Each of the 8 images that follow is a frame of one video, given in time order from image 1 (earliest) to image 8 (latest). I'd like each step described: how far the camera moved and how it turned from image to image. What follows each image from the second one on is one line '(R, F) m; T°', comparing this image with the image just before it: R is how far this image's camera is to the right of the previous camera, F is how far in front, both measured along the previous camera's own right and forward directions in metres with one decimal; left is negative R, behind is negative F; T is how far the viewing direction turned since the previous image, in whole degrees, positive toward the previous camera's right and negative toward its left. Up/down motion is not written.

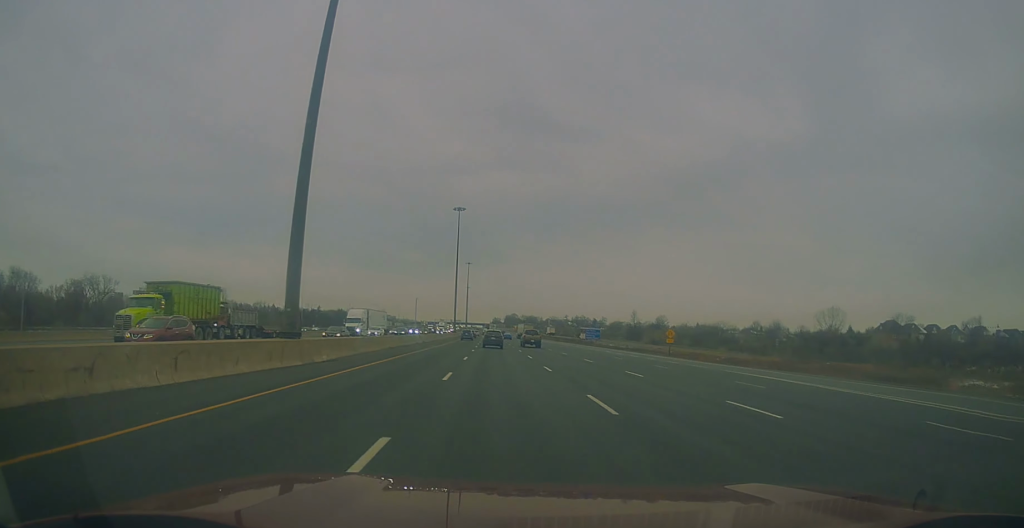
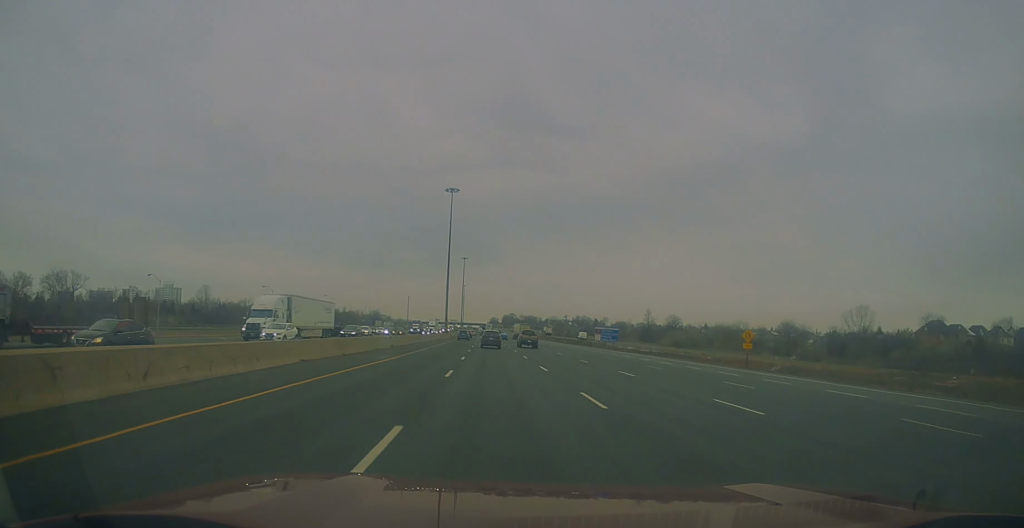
(0.0, +23.3) m; 0°
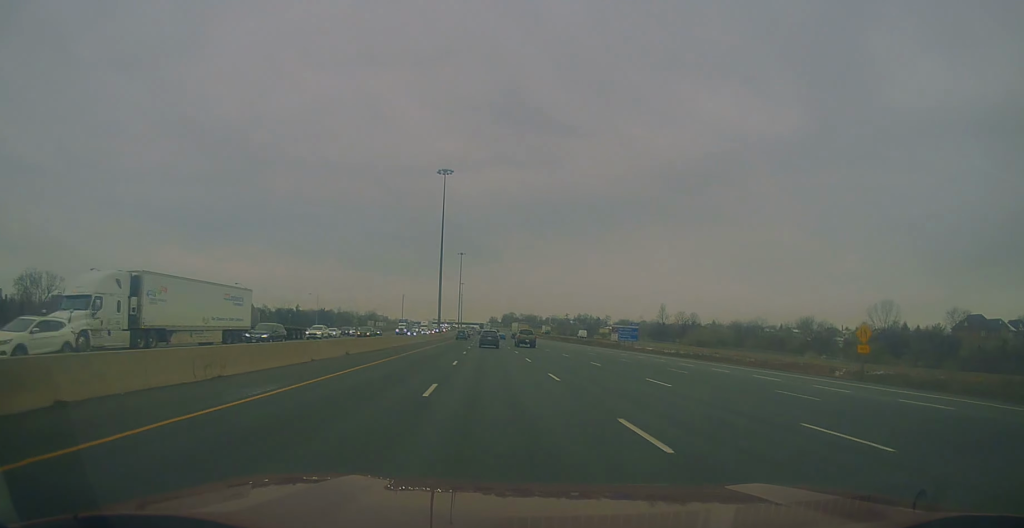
(0.0, +17.3) m; 0°
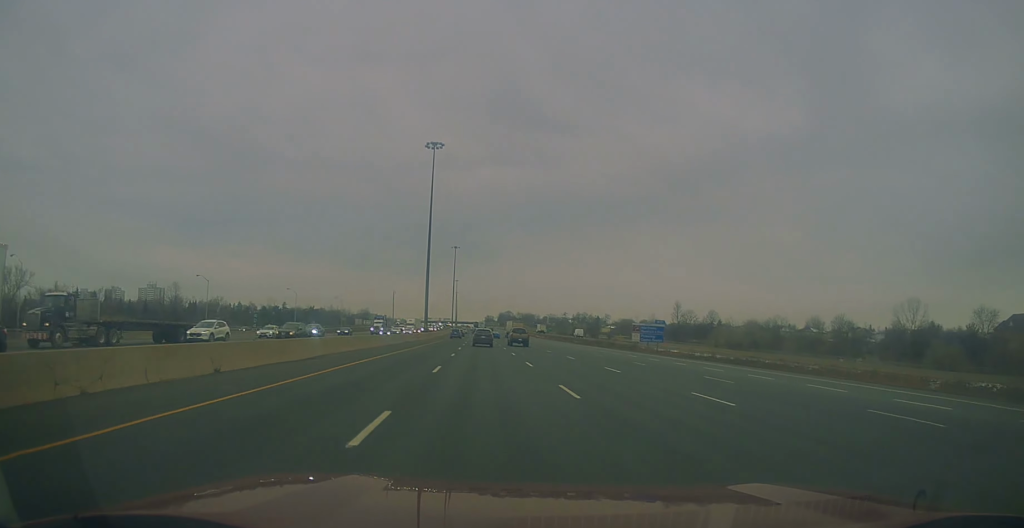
(0.0, +18.4) m; +1°
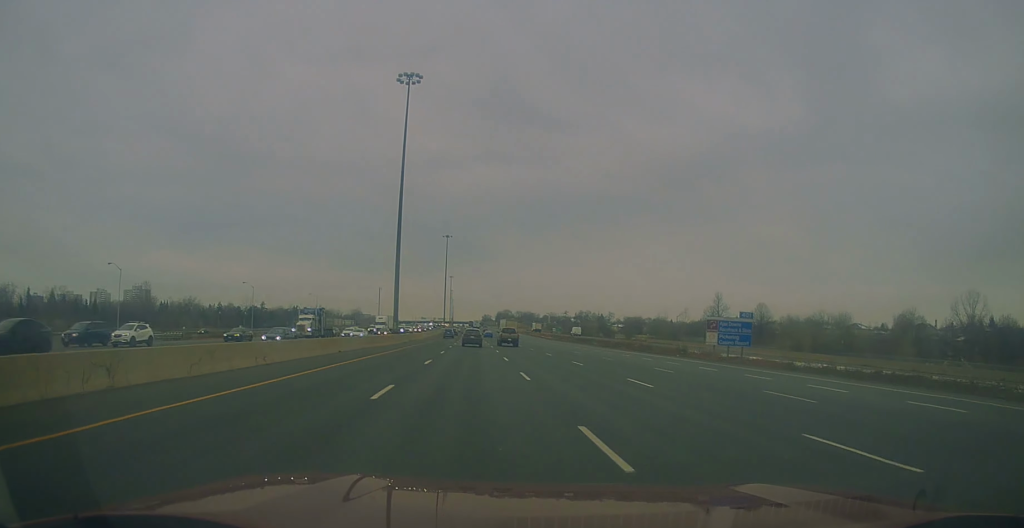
(+0.5, +31.7) m; -1°
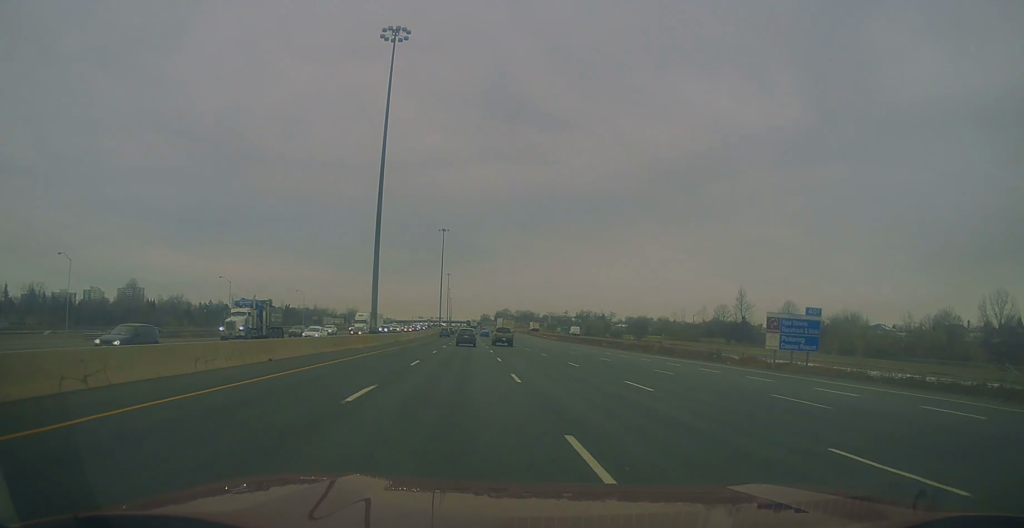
(-0.3, +13.4) m; 0°
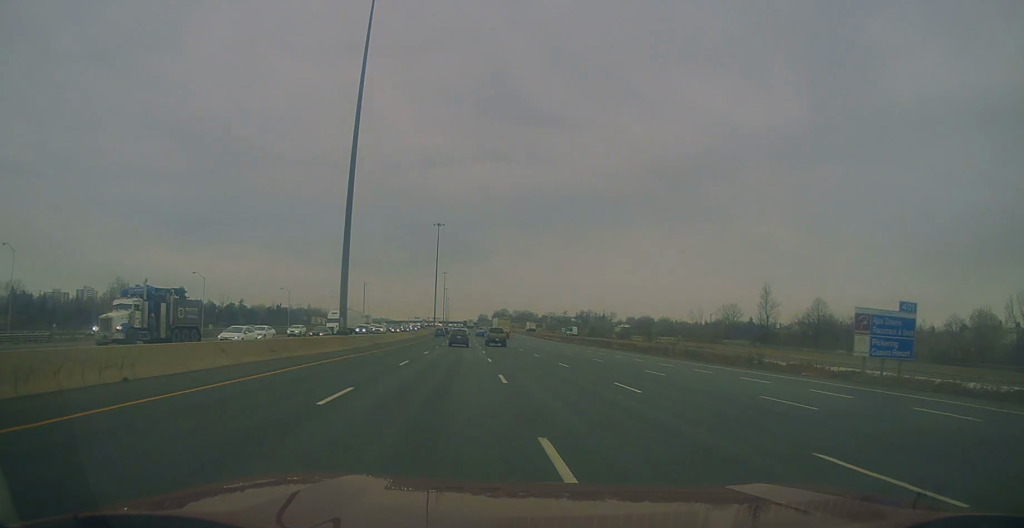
(-0.5, +12.3) m; 0°
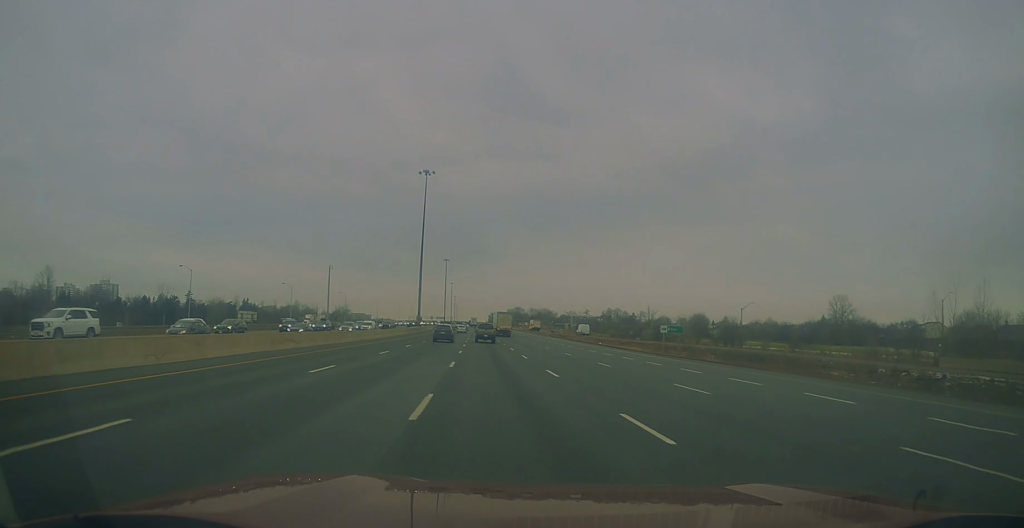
(+1.8, +68.9) m; +1°
